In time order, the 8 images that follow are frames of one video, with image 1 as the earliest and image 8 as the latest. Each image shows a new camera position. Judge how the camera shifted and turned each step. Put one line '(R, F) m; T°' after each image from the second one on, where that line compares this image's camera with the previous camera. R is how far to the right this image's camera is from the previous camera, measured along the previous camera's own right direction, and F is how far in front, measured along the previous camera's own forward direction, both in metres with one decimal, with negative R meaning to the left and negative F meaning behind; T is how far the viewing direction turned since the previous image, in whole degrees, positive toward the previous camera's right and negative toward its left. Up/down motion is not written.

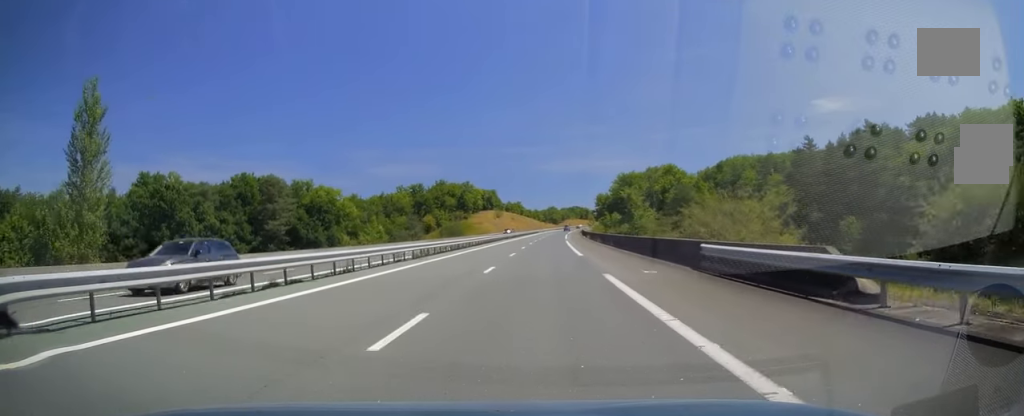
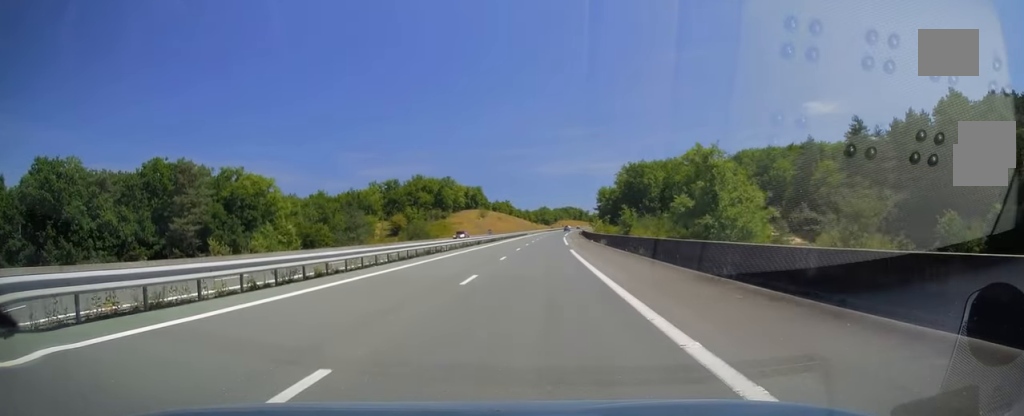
(+0.5, +30.0) m; +1°
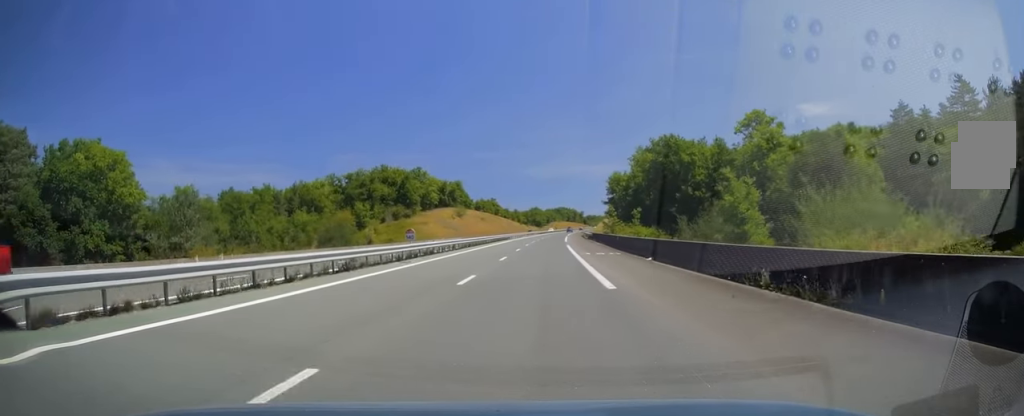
(0.0, +38.9) m; +1°
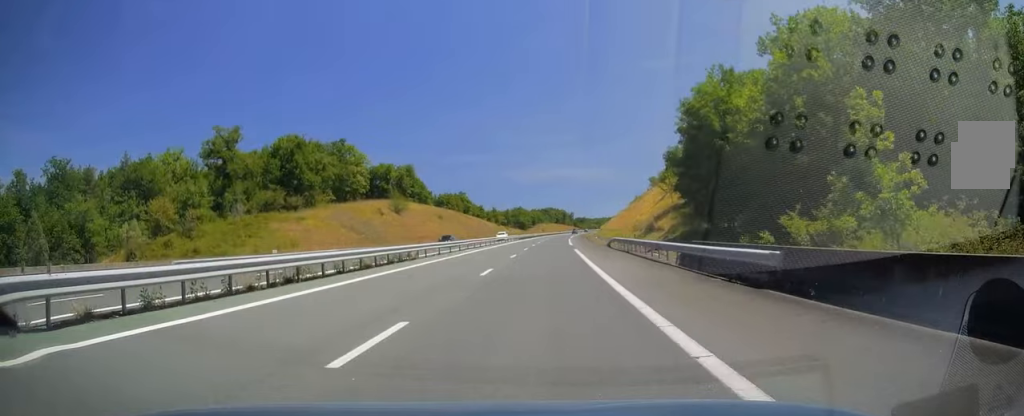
(+0.8, +61.5) m; +1°
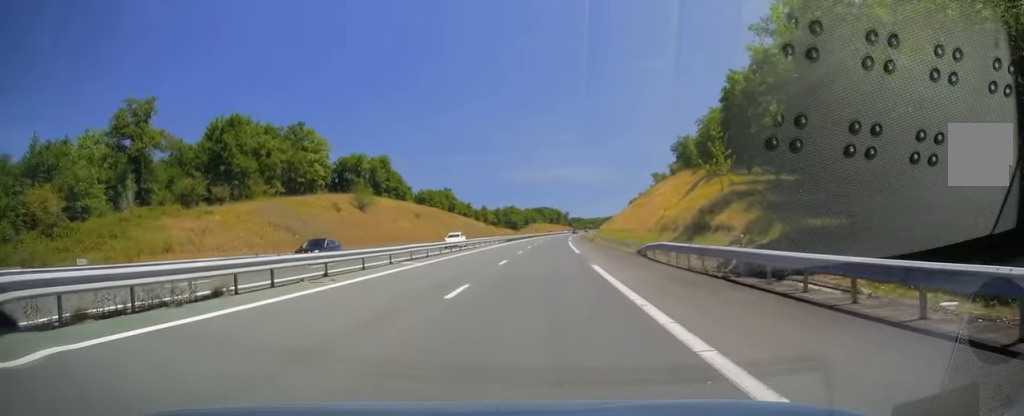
(+0.1, +19.7) m; +1°
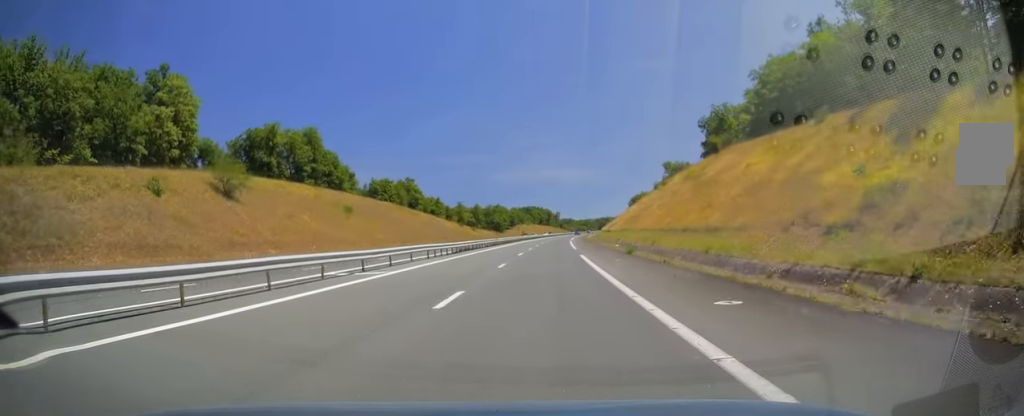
(+0.4, +40.2) m; +1°
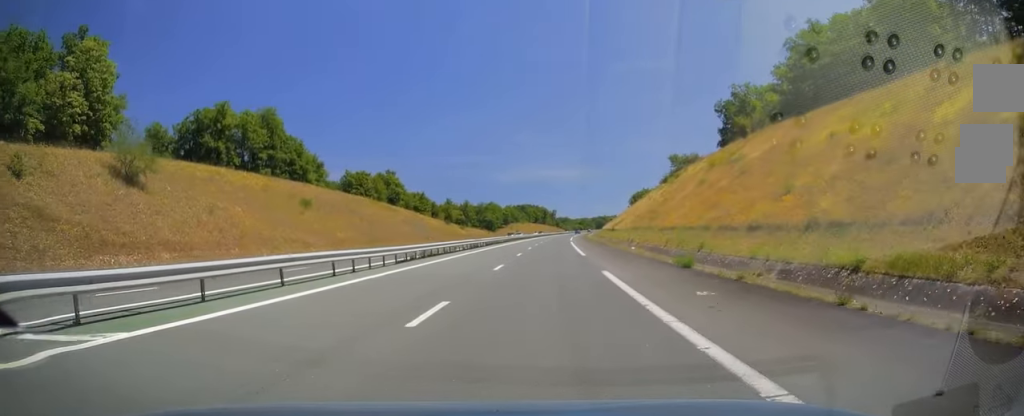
(+0.1, +15.2) m; +1°
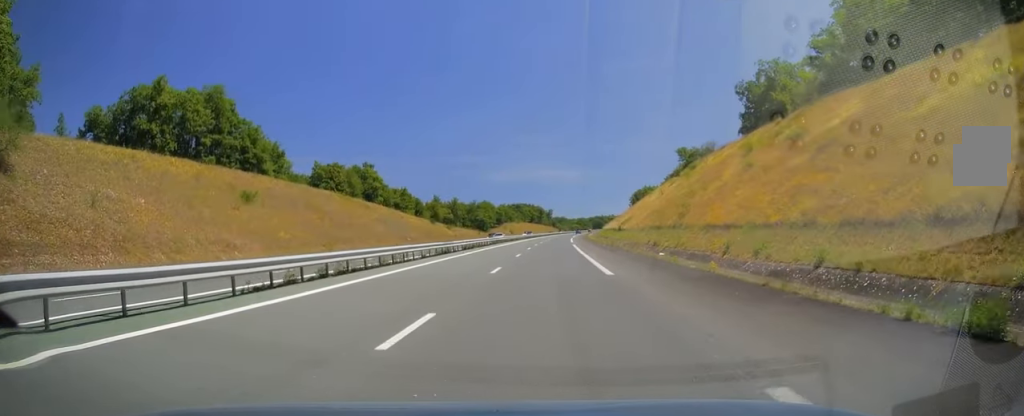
(+0.1, +14.7) m; 0°
